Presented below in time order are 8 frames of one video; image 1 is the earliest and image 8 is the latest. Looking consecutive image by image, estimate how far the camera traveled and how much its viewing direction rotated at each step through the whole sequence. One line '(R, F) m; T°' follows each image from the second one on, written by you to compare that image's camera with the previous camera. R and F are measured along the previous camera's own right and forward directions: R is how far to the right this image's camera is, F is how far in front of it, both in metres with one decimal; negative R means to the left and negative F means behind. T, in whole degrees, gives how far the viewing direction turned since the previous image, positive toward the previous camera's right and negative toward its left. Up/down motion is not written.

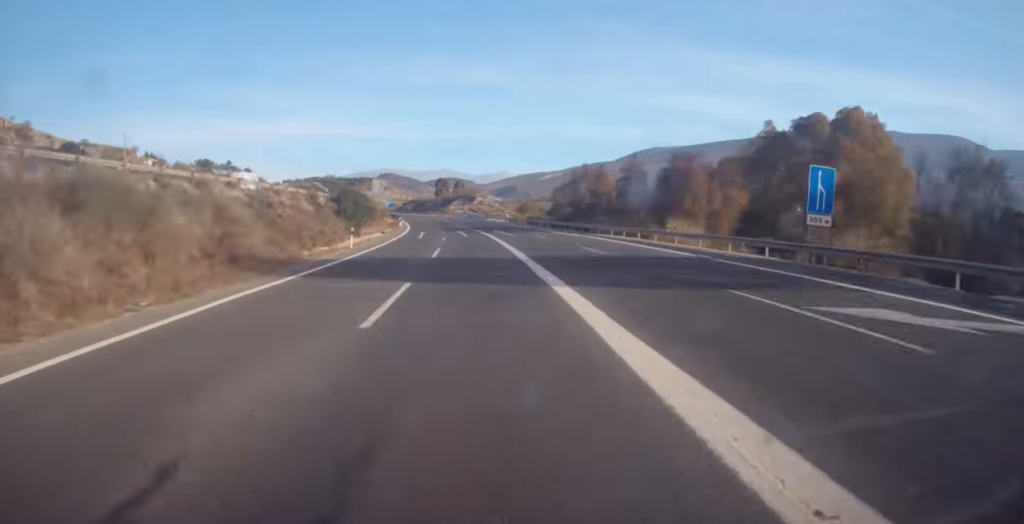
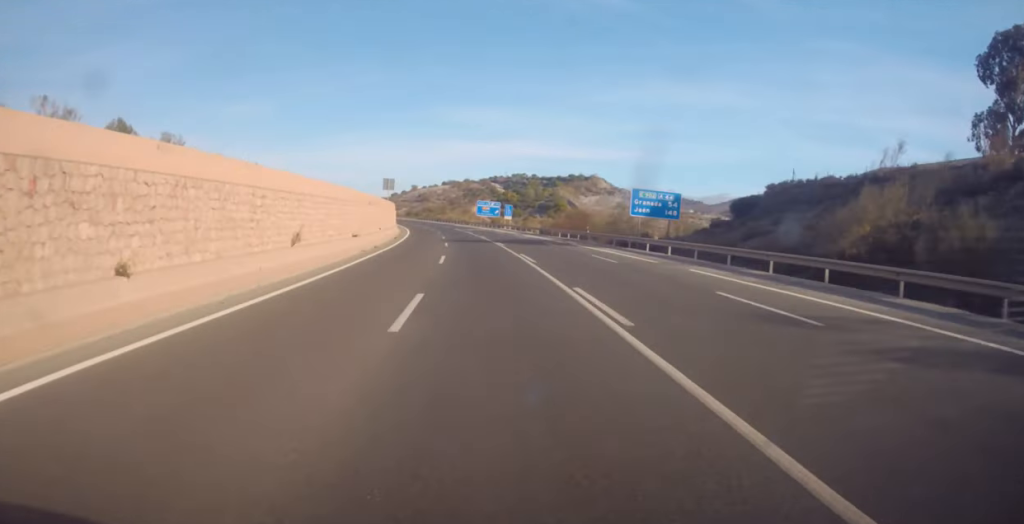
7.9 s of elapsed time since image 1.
(-41.1, +236.4) m; -18°
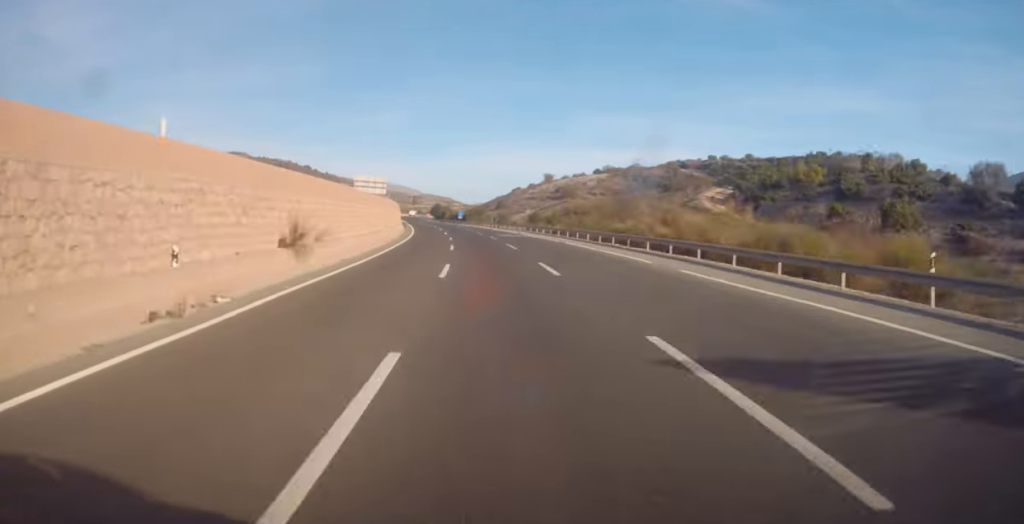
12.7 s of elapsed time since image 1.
(-11.1, +147.7) m; -8°
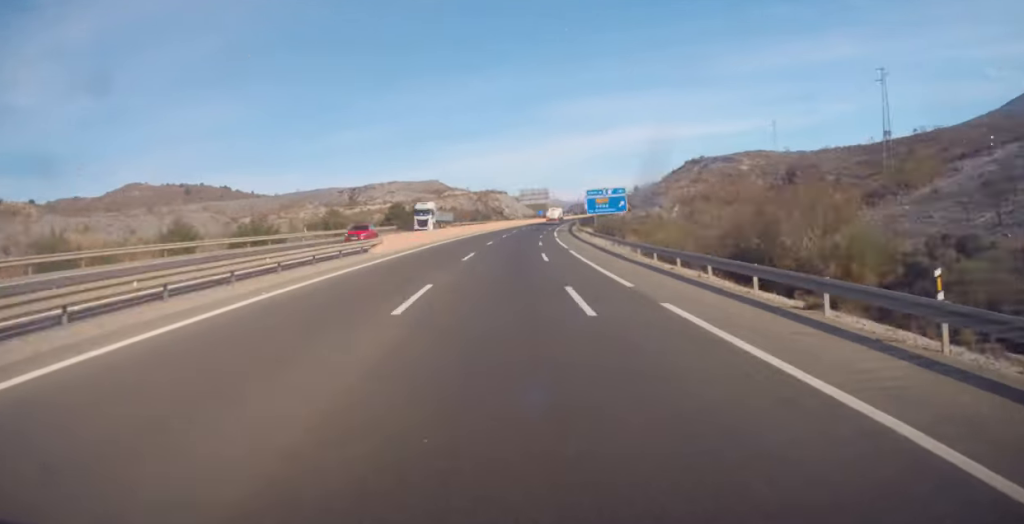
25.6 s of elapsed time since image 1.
(+13.1, +407.4) m; +12°
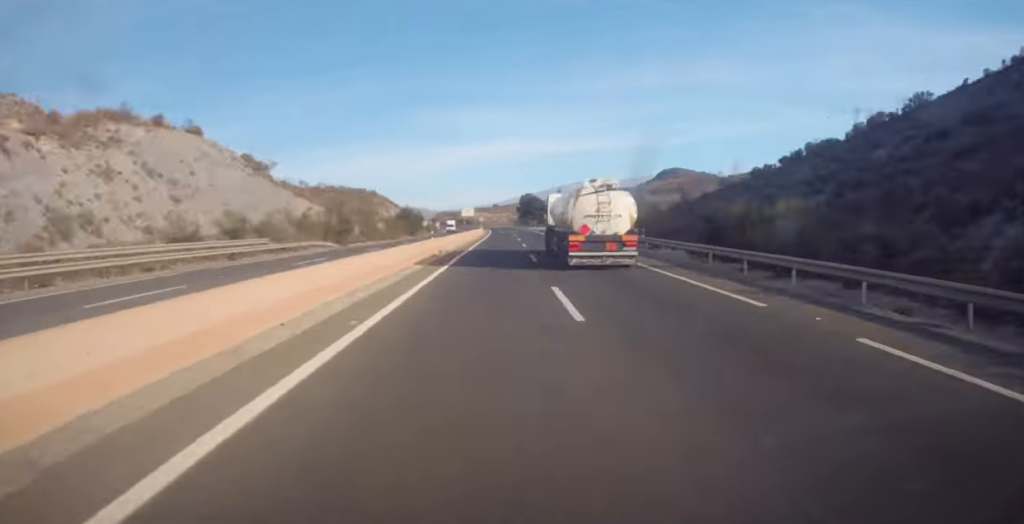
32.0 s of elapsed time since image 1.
(+17.1, +214.2) m; +3°
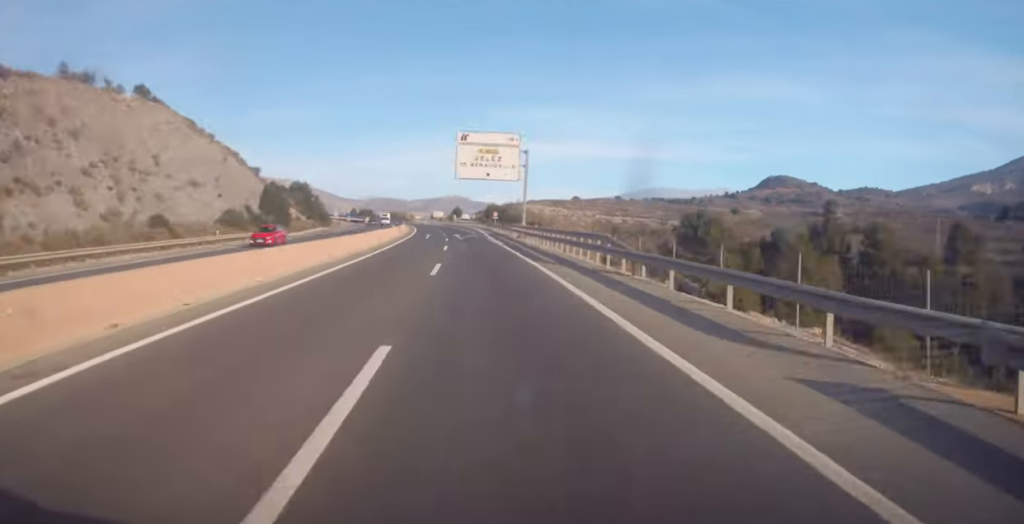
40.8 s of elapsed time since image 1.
(-9.8, +293.4) m; -10°
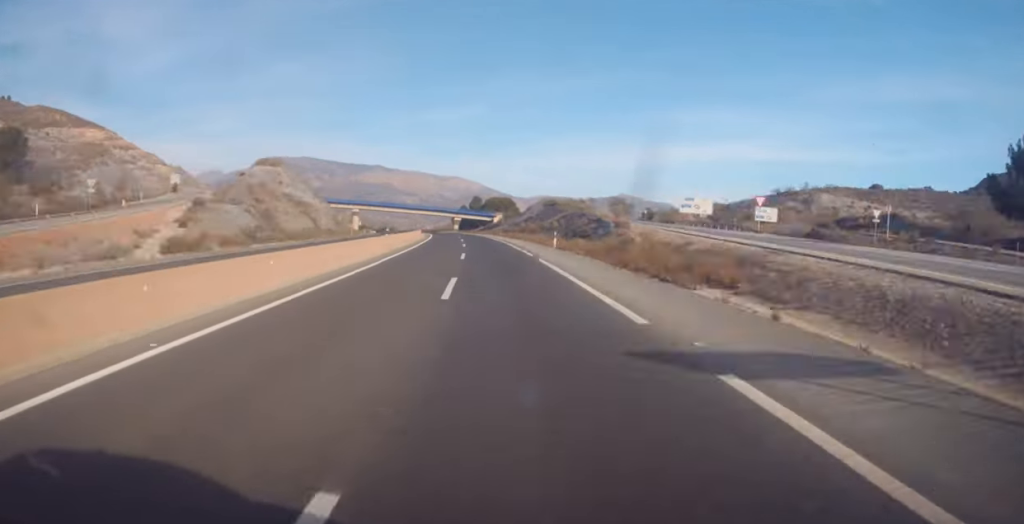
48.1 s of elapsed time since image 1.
(-31.3, +252.4) m; -14°
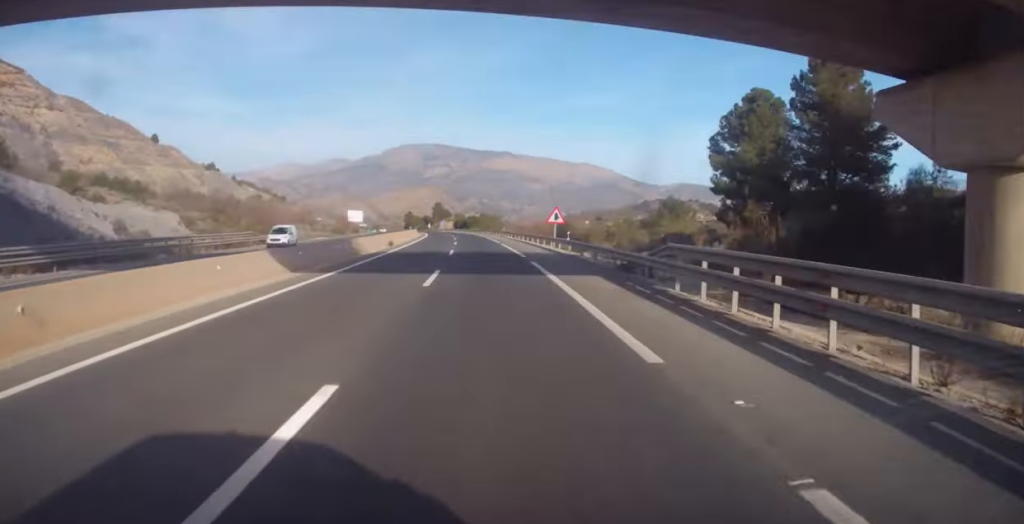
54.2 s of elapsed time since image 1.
(-20.2, +215.4) m; -11°
